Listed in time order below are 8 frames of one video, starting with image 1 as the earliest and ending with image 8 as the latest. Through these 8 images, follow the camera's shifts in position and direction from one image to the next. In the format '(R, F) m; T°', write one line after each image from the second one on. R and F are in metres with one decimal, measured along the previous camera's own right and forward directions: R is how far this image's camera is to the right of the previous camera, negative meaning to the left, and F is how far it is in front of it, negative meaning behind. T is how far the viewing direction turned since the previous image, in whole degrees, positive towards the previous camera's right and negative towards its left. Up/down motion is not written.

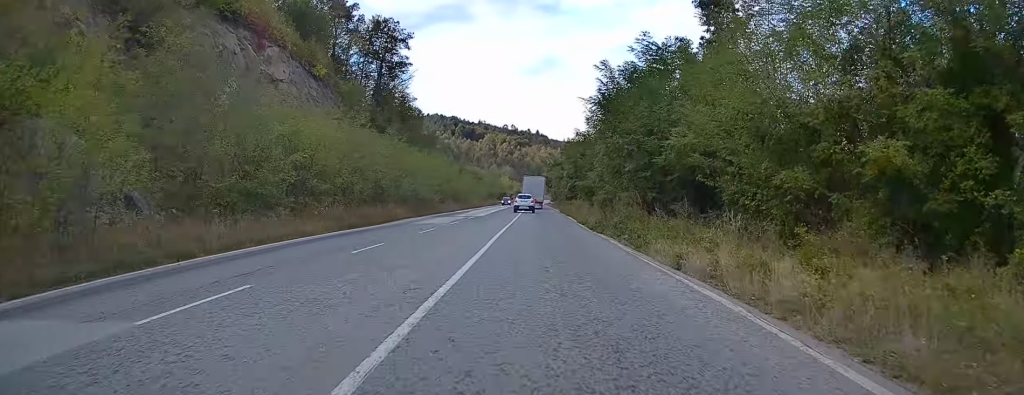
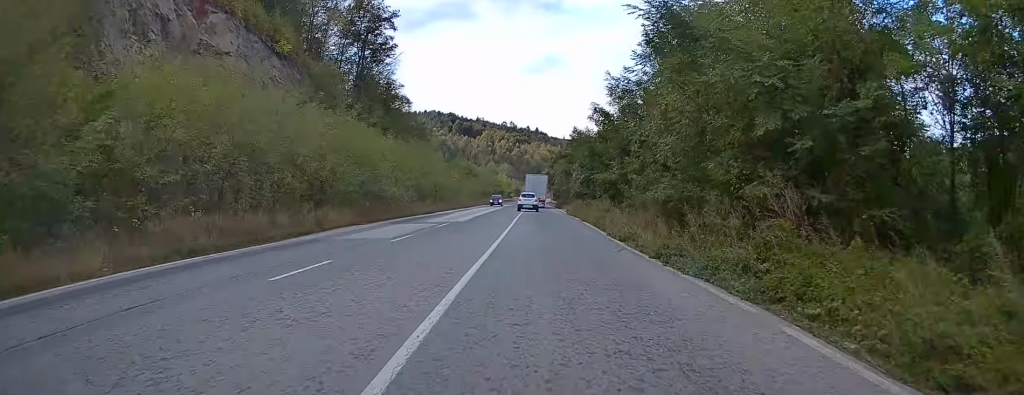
(+0.1, +14.6) m; 0°
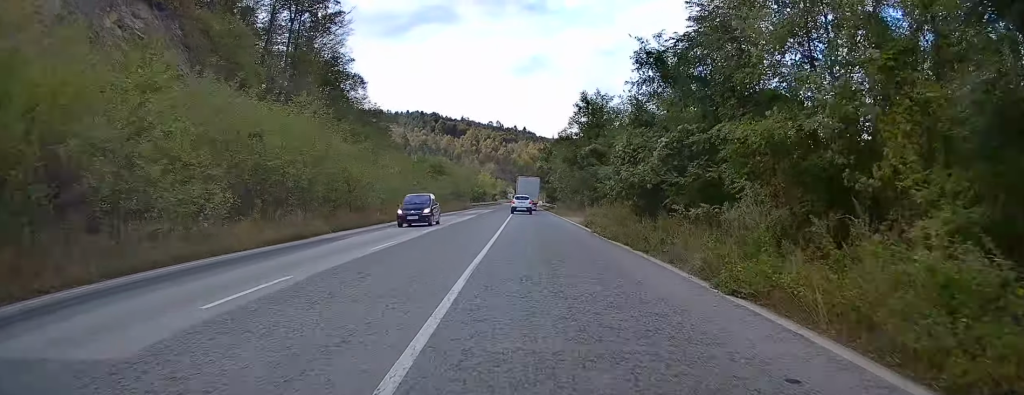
(-0.1, +28.3) m; 0°
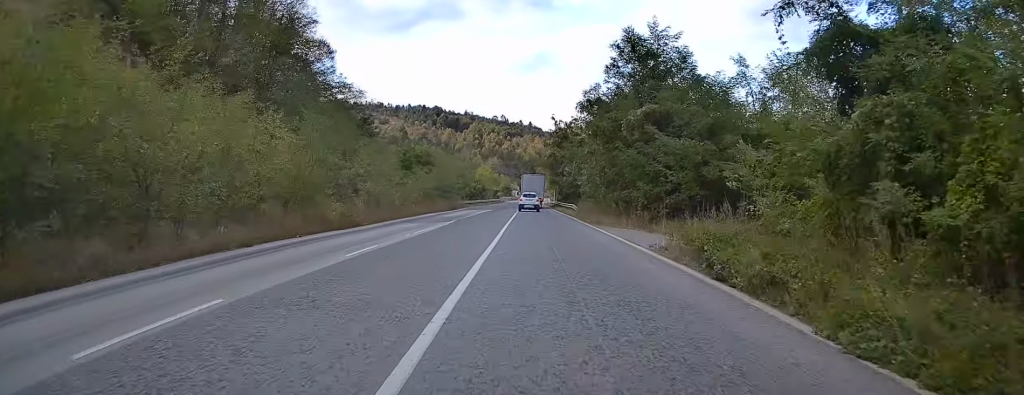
(0.0, +21.2) m; 0°
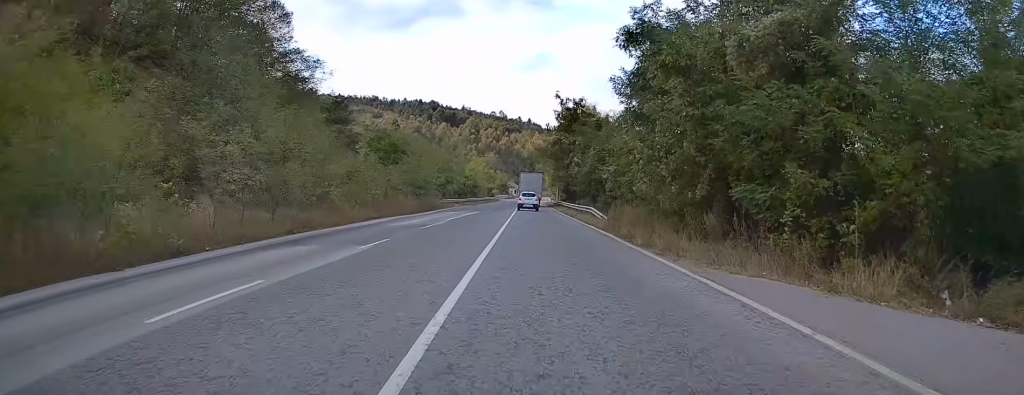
(+0.1, +16.8) m; 0°
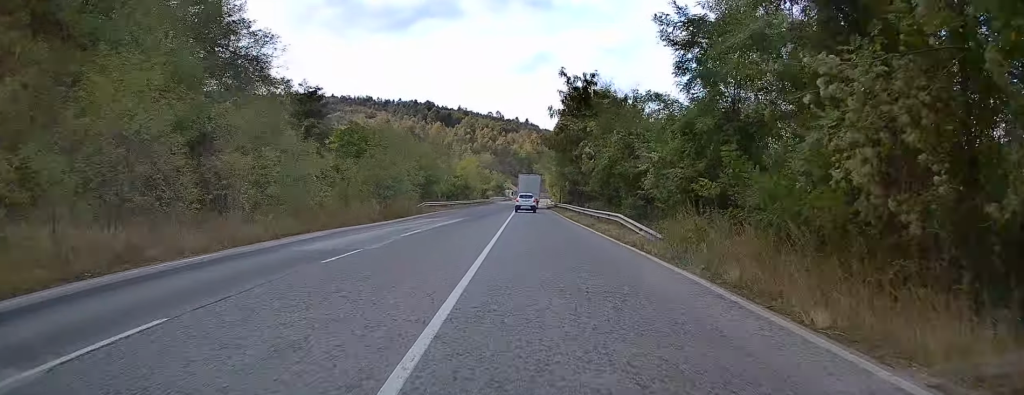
(0.0, +12.1) m; 0°
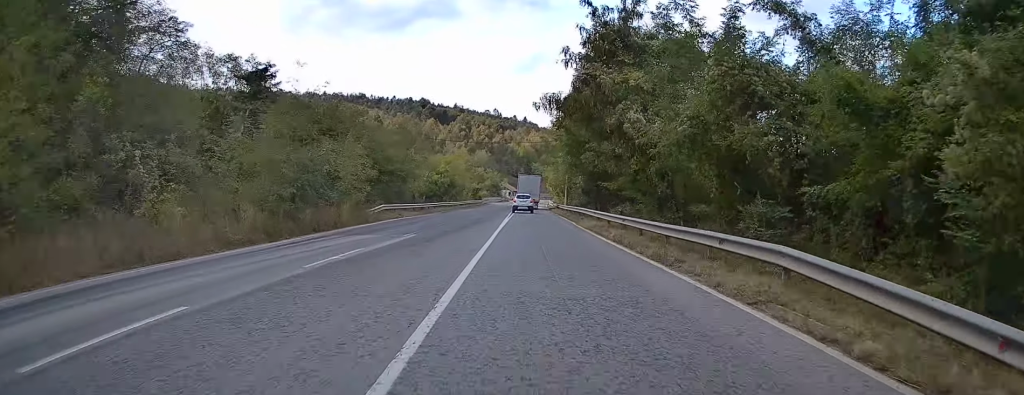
(0.0, +17.4) m; 0°
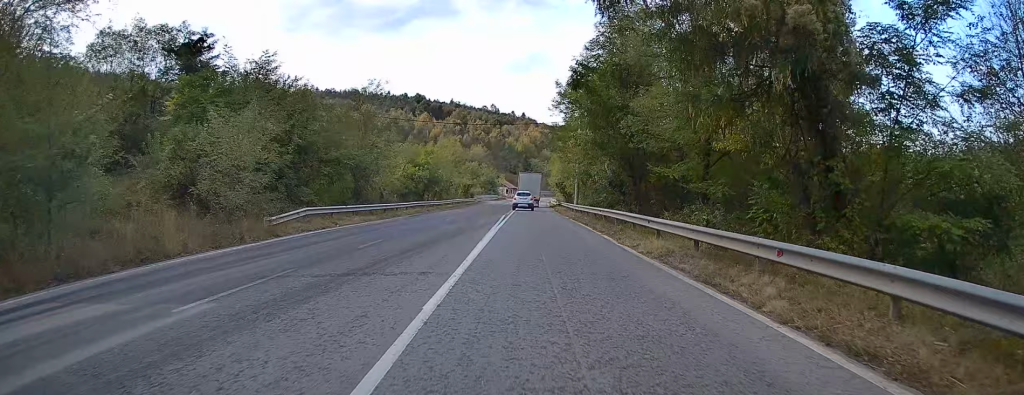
(-0.1, +15.3) m; 0°
